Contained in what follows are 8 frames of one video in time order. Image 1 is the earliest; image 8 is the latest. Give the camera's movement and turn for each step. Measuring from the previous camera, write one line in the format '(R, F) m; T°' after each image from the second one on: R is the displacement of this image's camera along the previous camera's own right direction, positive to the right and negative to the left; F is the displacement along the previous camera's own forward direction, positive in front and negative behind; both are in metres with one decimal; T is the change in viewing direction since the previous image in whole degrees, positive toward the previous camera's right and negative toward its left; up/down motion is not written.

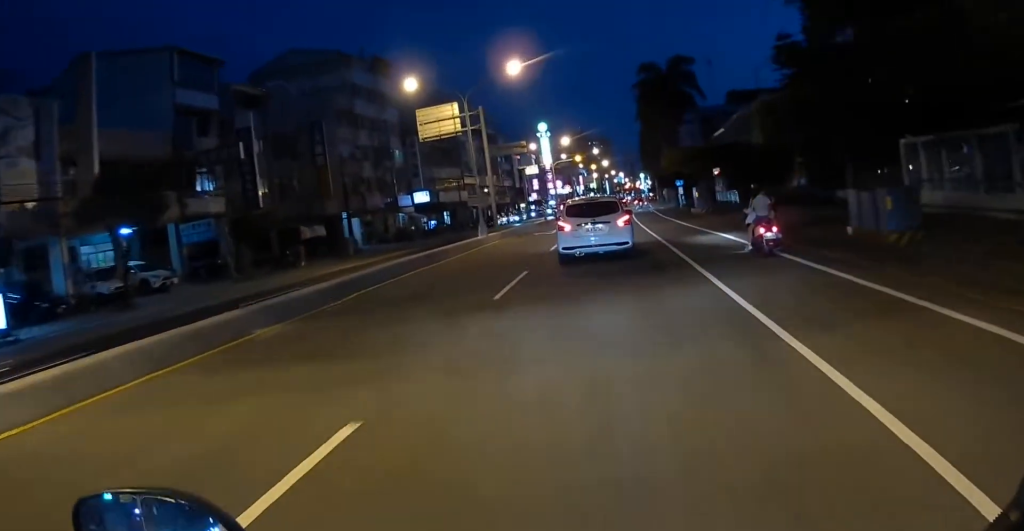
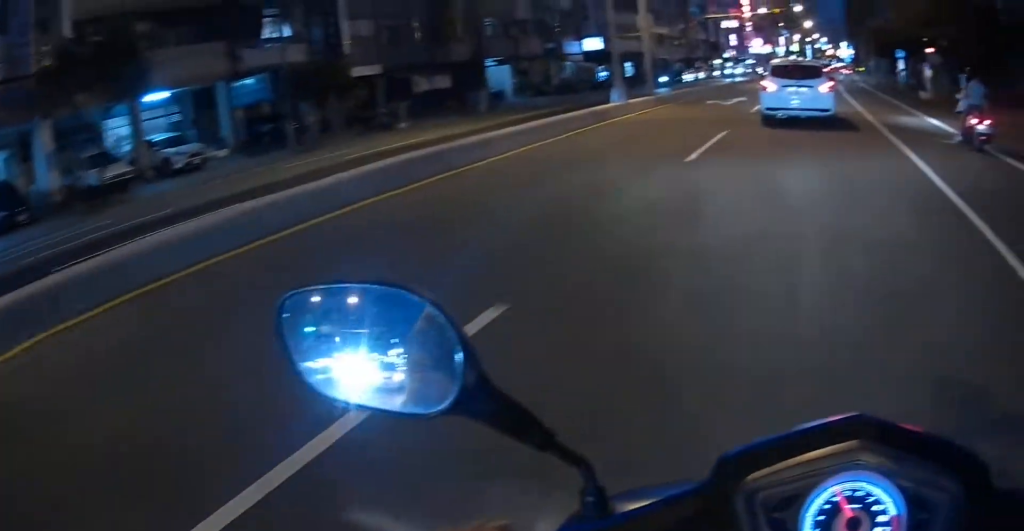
(+0.1, +11.4) m; 0°
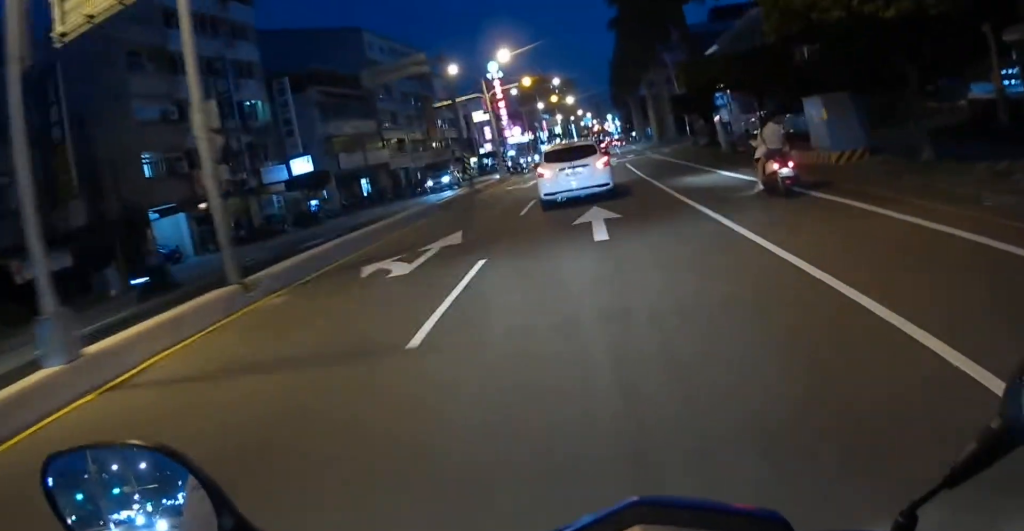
(-0.3, +15.1) m; +2°
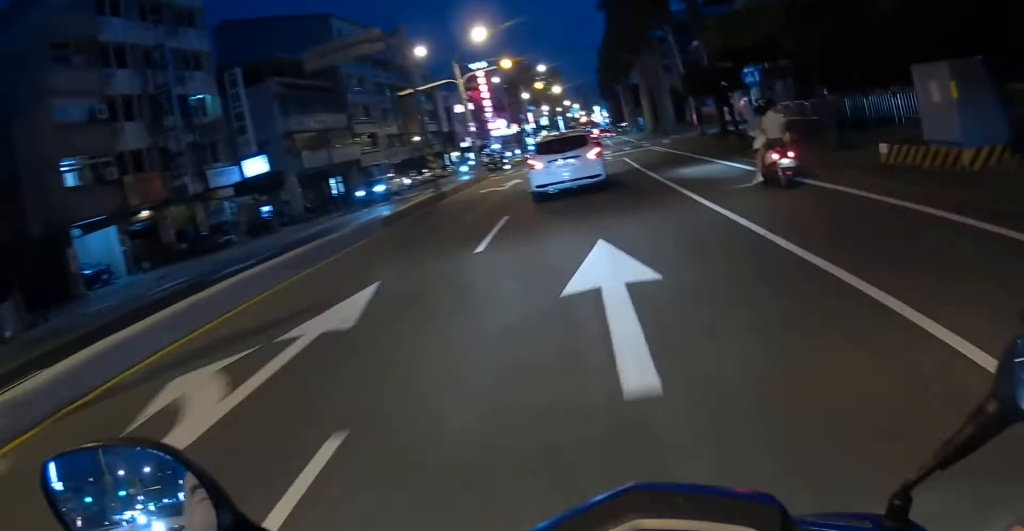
(+0.3, +6.1) m; +2°
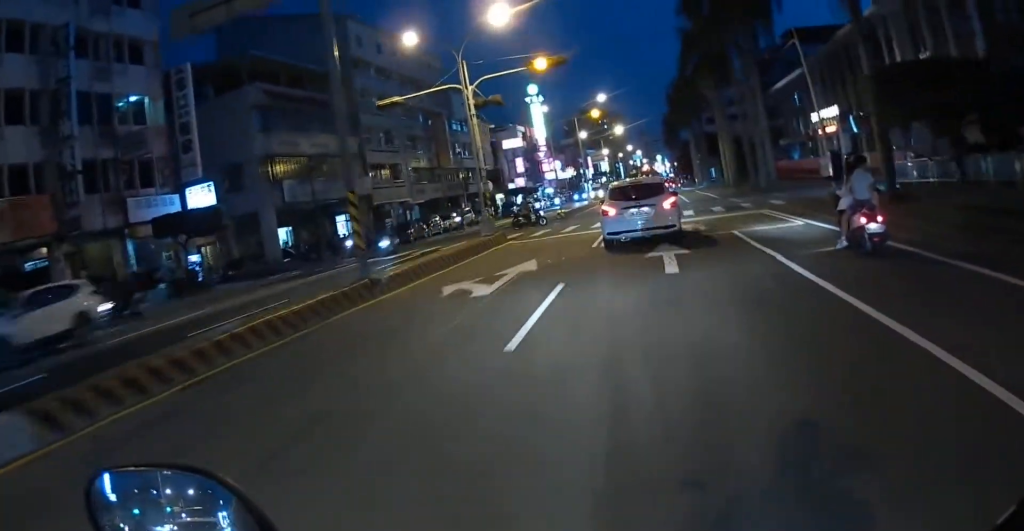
(+0.5, +13.7) m; 0°
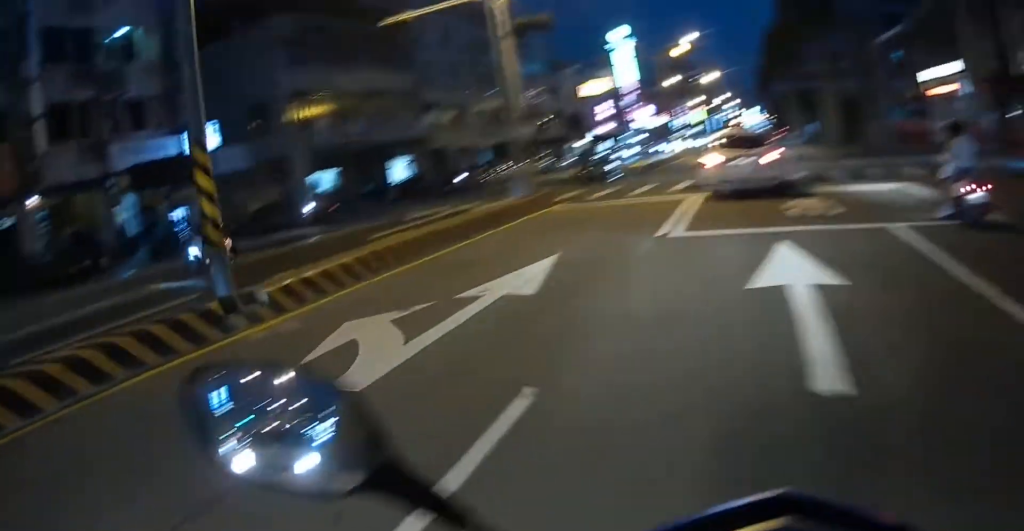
(0.0, +6.8) m; -1°
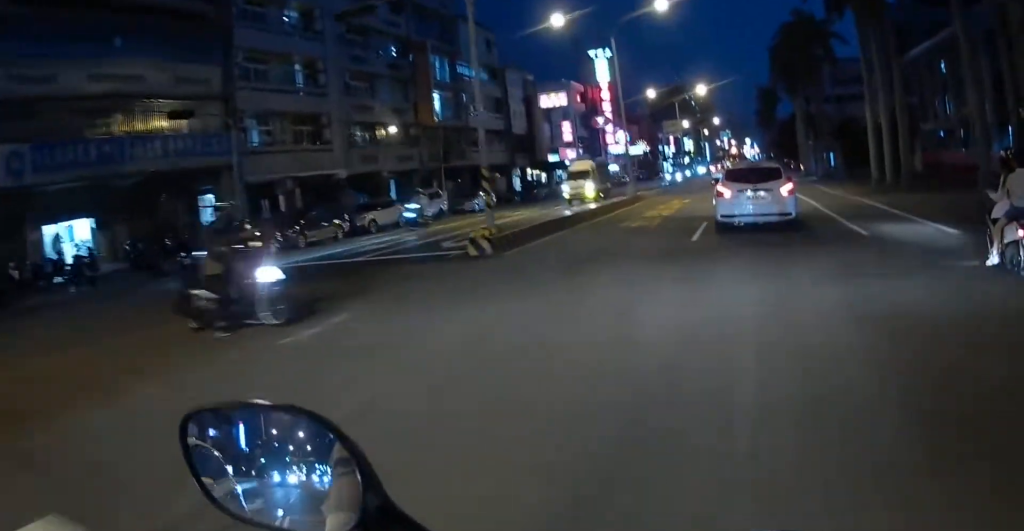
(+0.2, +19.8) m; +2°
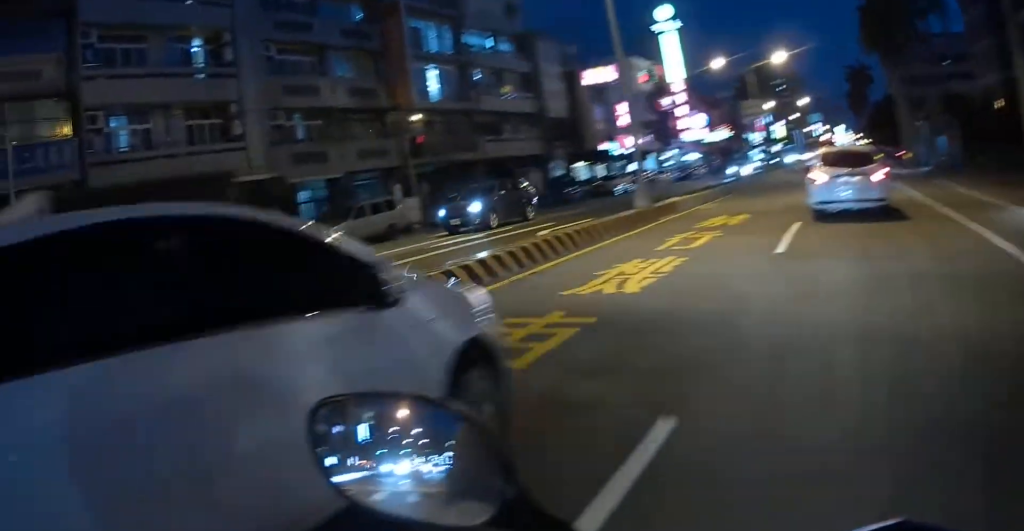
(-0.3, +13.5) m; -1°
